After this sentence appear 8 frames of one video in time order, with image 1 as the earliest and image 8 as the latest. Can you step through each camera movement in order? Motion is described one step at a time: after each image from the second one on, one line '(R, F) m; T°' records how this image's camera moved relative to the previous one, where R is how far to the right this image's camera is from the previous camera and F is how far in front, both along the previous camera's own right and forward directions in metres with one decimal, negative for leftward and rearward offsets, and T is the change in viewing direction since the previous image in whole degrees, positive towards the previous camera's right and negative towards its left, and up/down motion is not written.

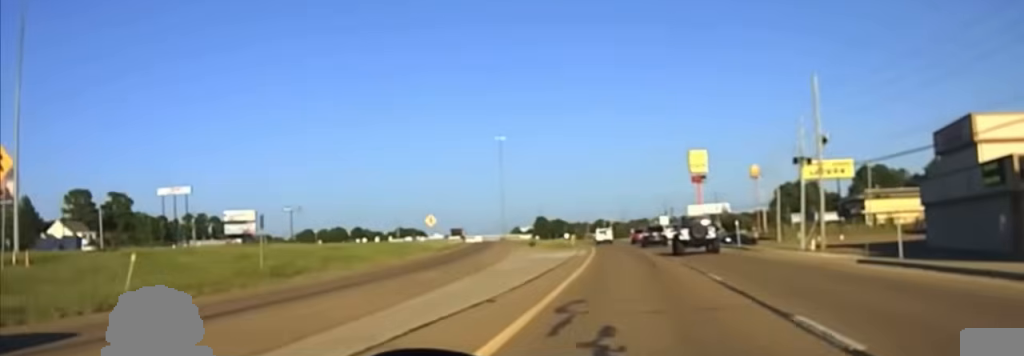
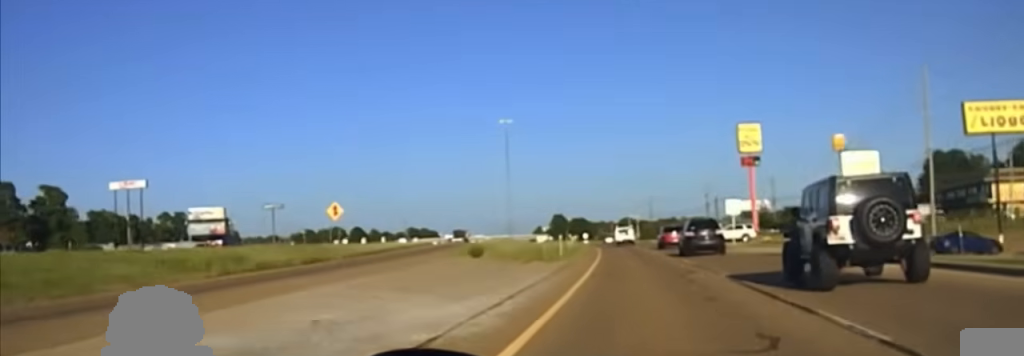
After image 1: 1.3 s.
(-0.9, +51.1) m; -2°
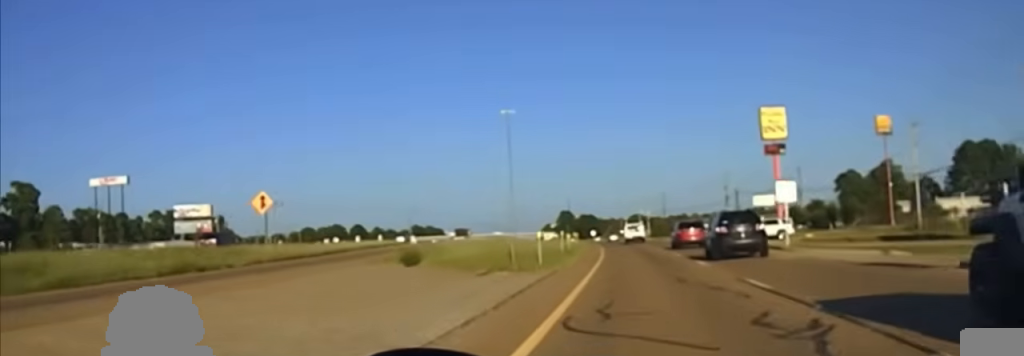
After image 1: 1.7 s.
(-0.2, +16.4) m; -1°
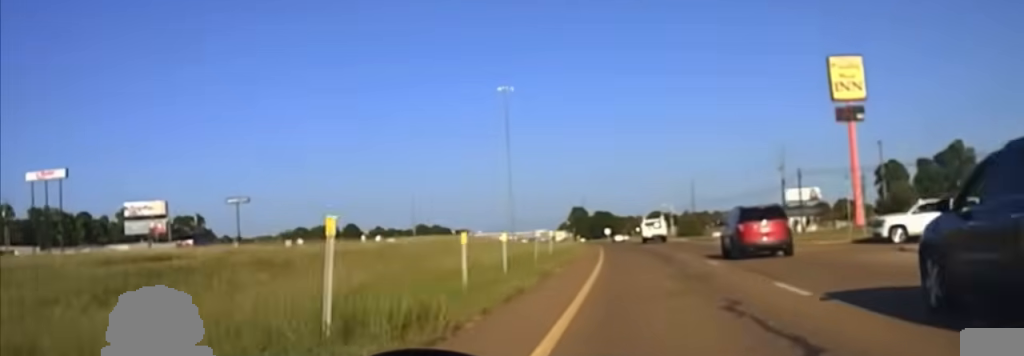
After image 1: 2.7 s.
(-0.5, +40.5) m; -1°
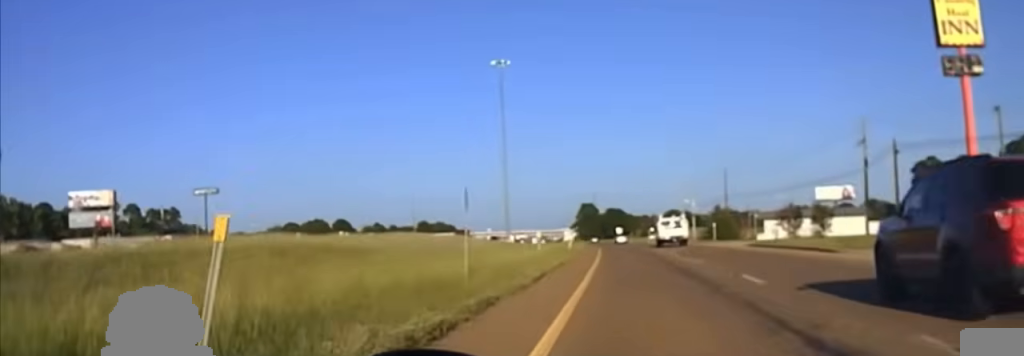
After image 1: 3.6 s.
(-0.1, +34.2) m; -1°
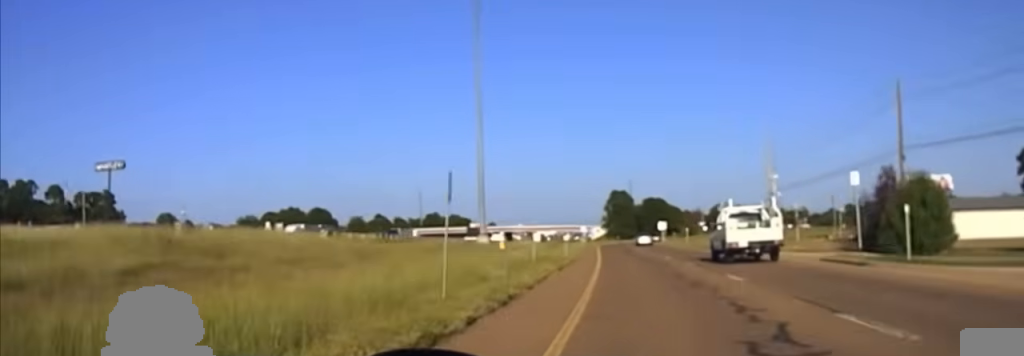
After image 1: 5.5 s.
(-2.0, +70.9) m; -3°
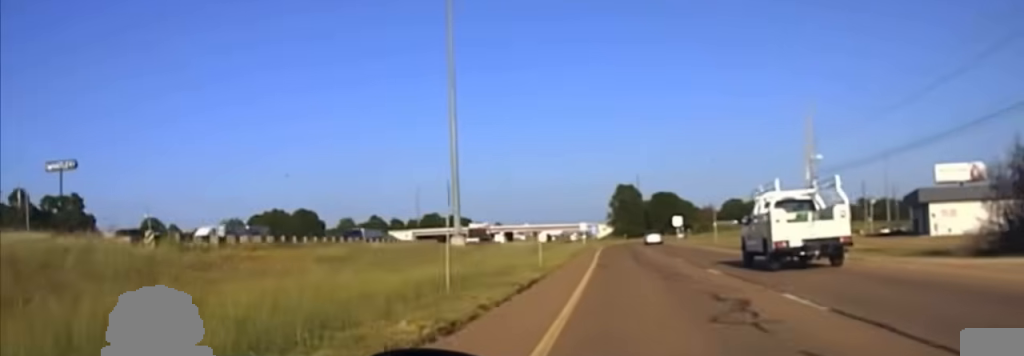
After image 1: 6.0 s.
(-0.2, +20.6) m; 0°
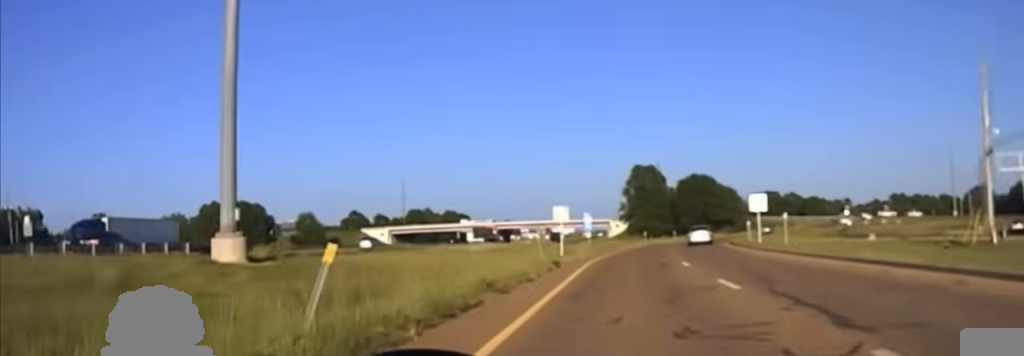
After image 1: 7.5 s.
(-0.4, +56.7) m; -1°
